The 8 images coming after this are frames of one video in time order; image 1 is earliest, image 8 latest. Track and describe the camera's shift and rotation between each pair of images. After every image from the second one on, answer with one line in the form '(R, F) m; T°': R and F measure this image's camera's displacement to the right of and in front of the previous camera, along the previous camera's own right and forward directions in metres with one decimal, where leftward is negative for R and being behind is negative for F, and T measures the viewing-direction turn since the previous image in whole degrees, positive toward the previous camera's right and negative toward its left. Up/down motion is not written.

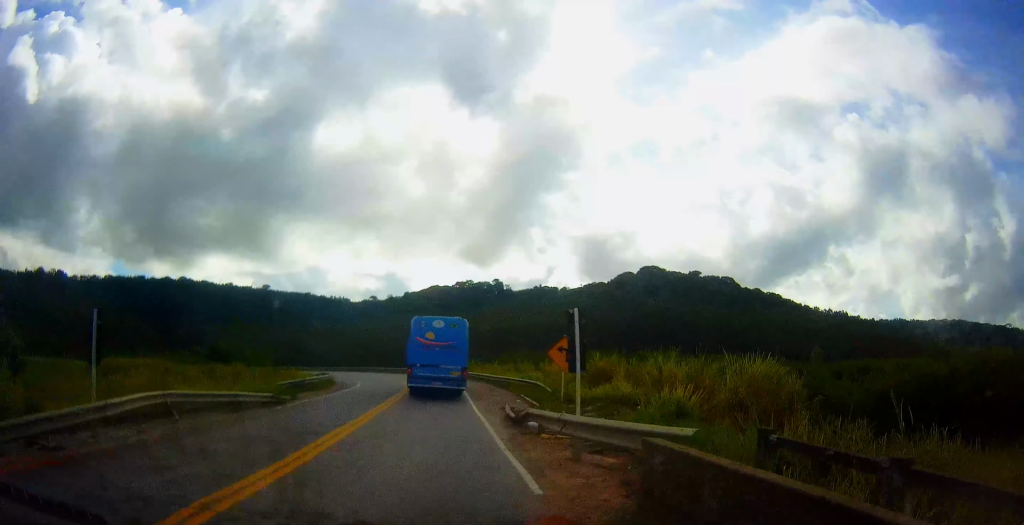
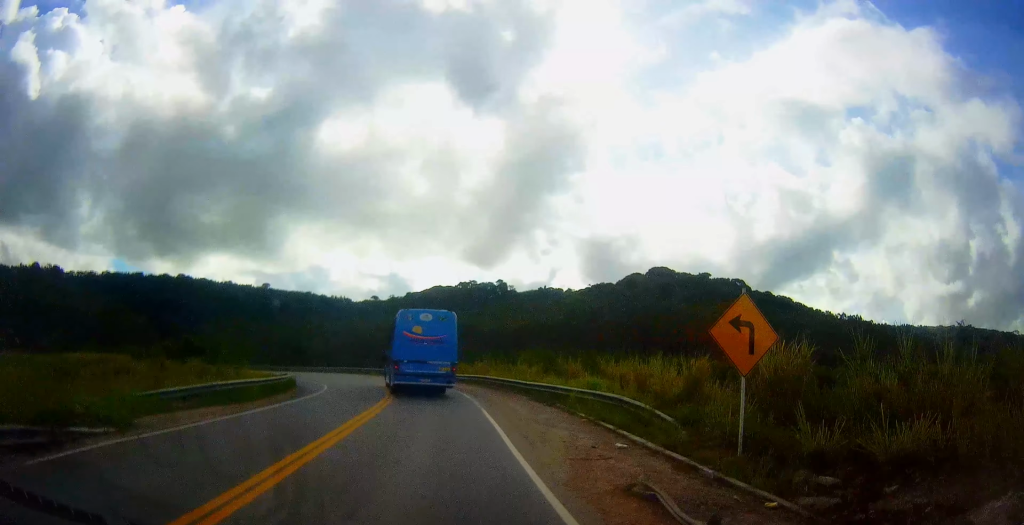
(0.0, +14.0) m; 0°
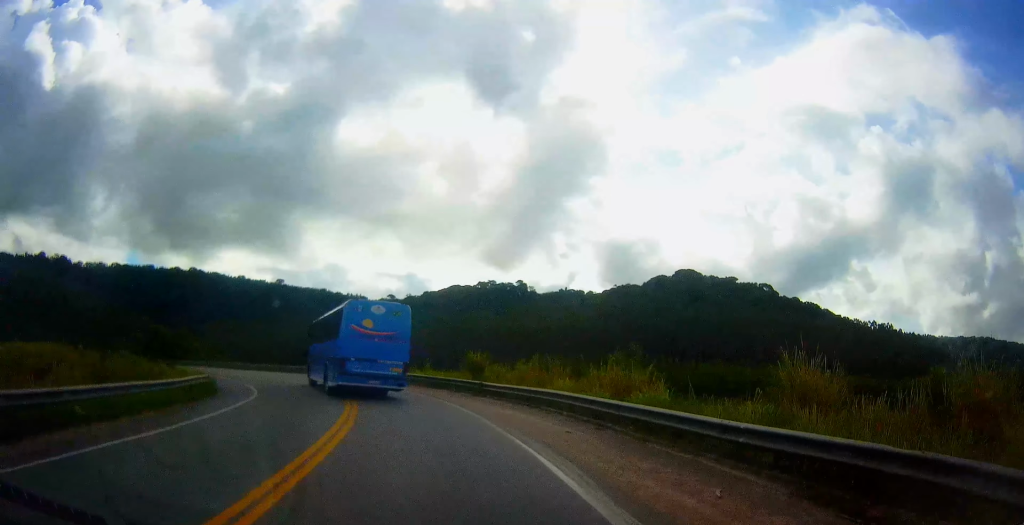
(0.0, +16.5) m; 0°
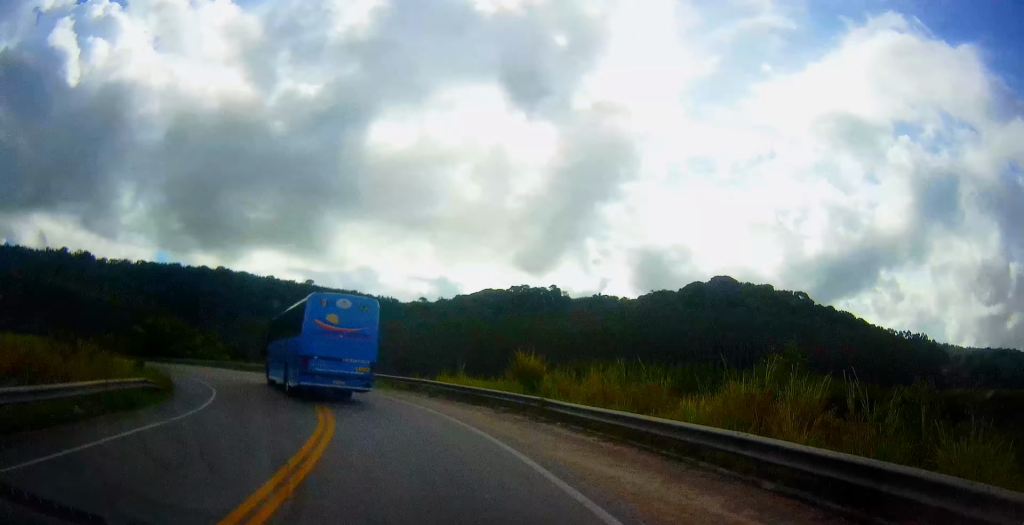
(0.0, +8.5) m; -2°
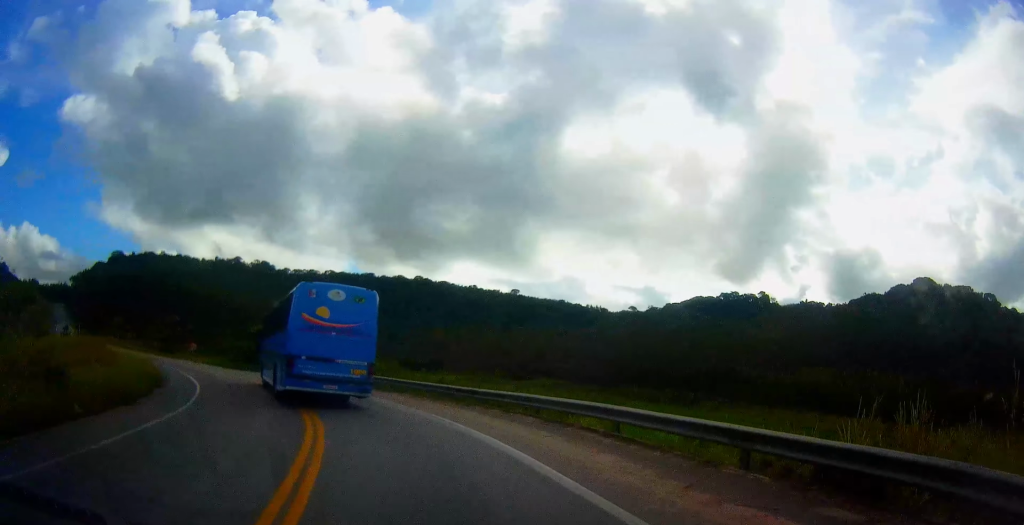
(-1.2, +22.8) m; -8°
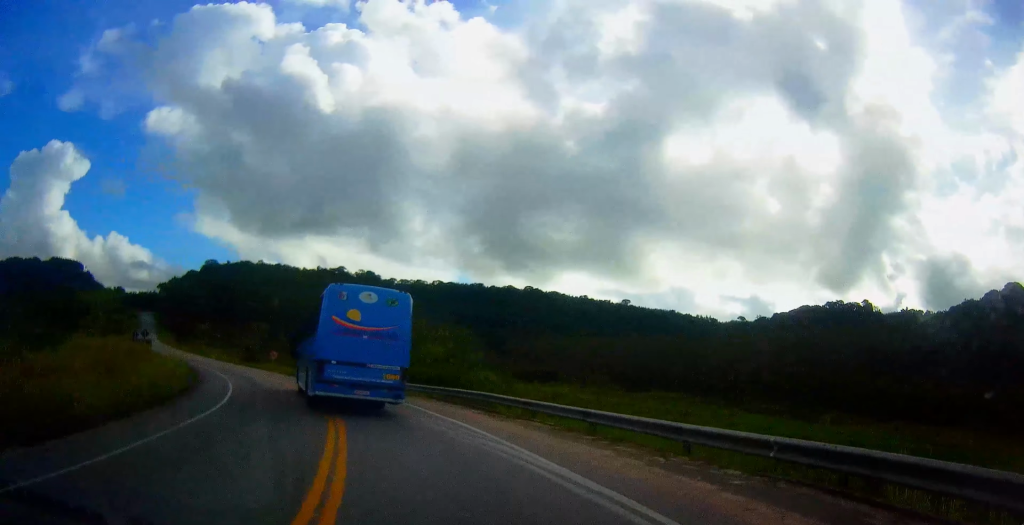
(+0.2, +9.6) m; -6°
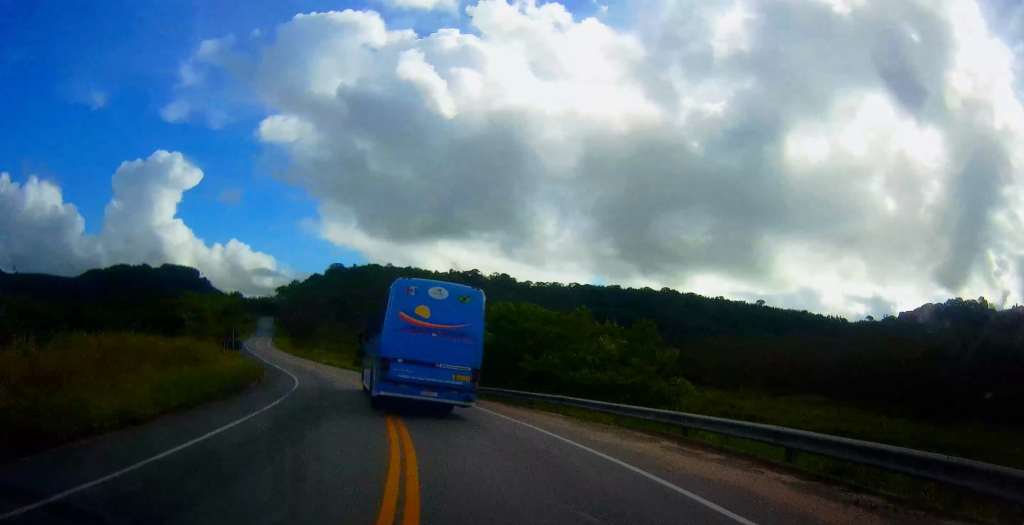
(-1.6, +12.1) m; -10°
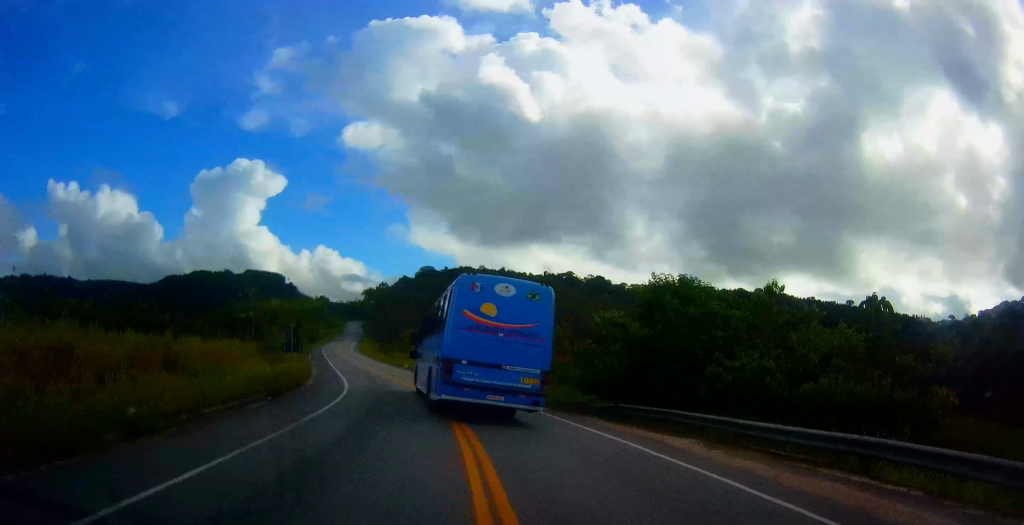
(-0.7, +10.8) m; -10°
